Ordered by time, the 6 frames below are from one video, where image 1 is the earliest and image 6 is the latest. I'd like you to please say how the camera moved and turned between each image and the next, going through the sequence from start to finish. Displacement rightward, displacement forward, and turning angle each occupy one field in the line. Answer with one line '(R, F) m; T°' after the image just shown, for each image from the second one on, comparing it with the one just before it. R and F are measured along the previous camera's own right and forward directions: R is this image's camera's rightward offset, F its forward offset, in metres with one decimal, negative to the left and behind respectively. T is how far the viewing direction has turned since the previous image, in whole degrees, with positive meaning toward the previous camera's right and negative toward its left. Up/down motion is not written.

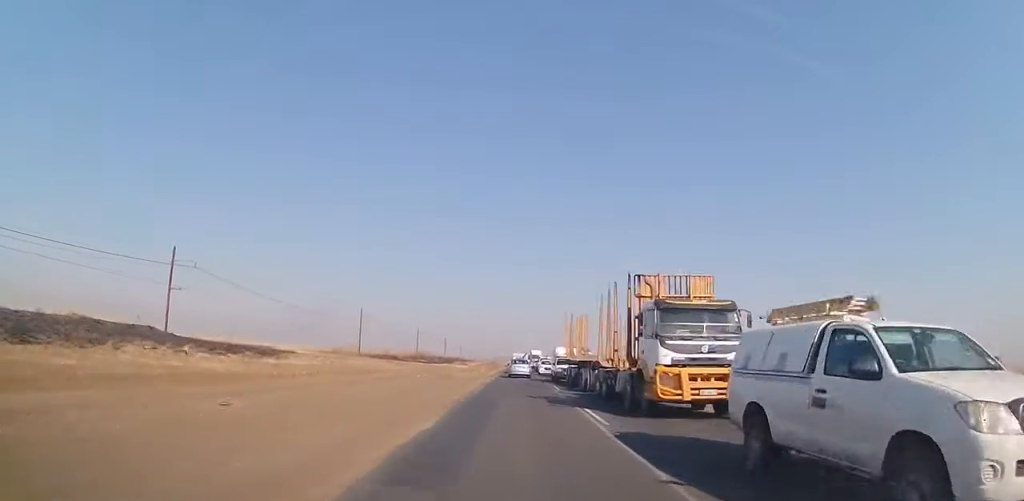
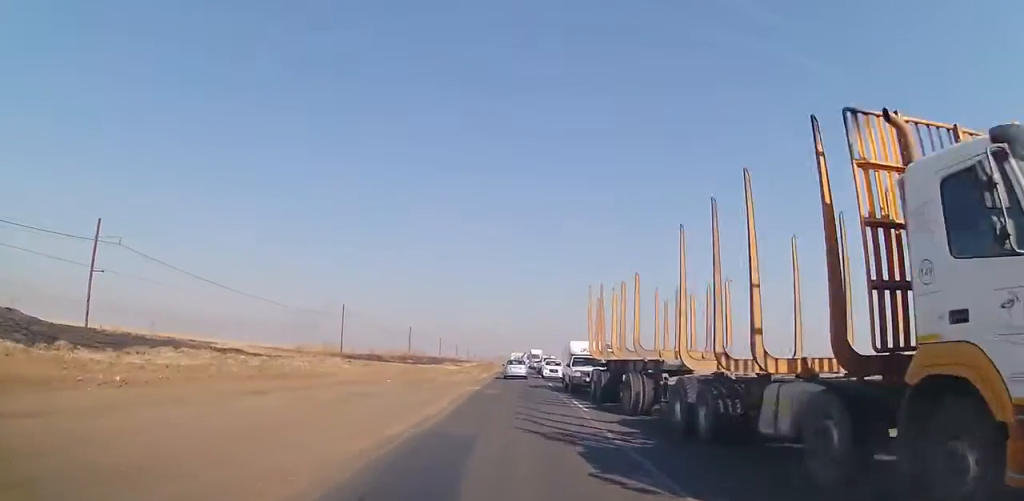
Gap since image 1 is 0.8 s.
(-0.1, +11.1) m; -1°
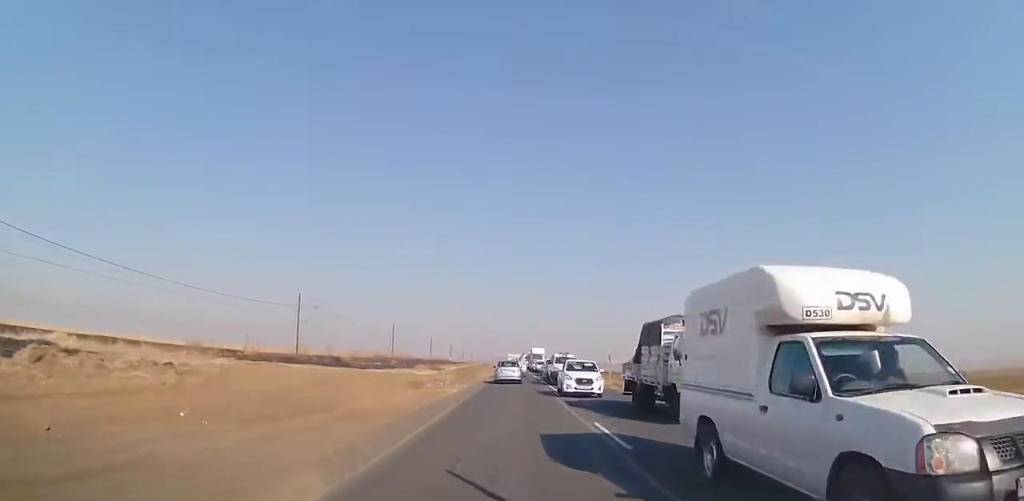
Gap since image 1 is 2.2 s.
(0.0, +20.8) m; 0°
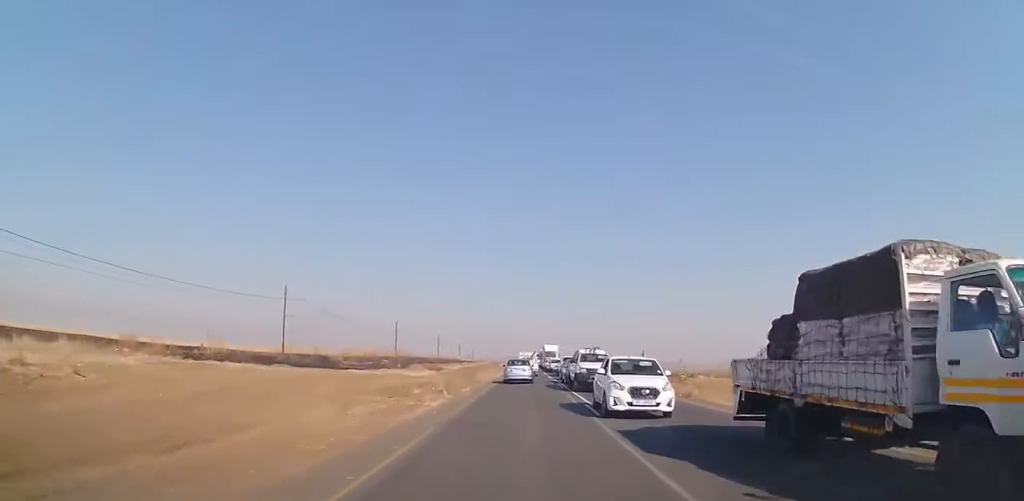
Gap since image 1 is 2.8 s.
(0.0, +9.1) m; 0°
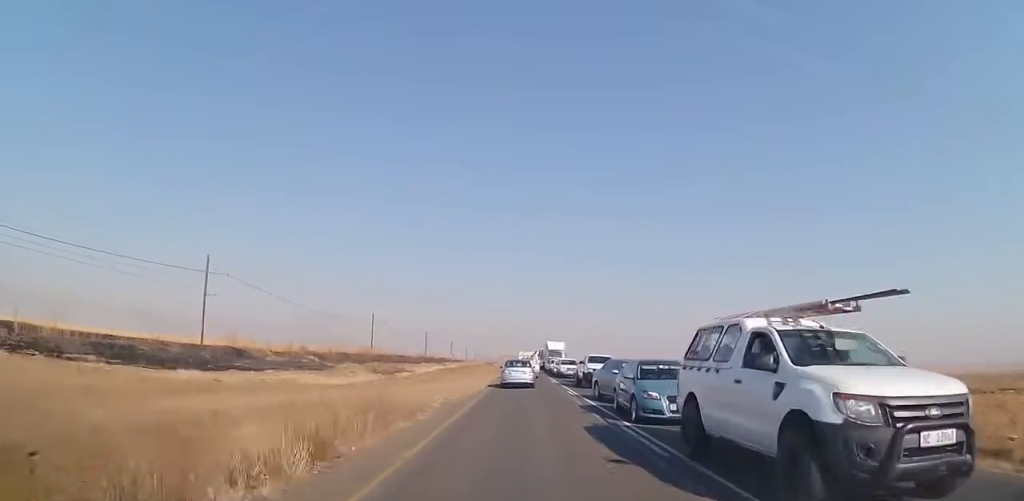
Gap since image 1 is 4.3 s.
(0.0, +20.3) m; 0°
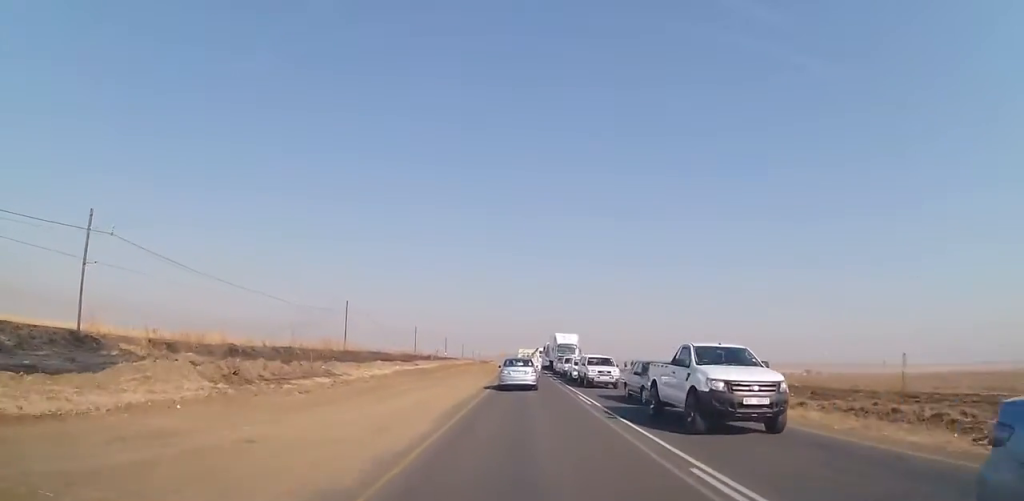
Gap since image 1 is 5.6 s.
(-0.1, +18.6) m; -1°
